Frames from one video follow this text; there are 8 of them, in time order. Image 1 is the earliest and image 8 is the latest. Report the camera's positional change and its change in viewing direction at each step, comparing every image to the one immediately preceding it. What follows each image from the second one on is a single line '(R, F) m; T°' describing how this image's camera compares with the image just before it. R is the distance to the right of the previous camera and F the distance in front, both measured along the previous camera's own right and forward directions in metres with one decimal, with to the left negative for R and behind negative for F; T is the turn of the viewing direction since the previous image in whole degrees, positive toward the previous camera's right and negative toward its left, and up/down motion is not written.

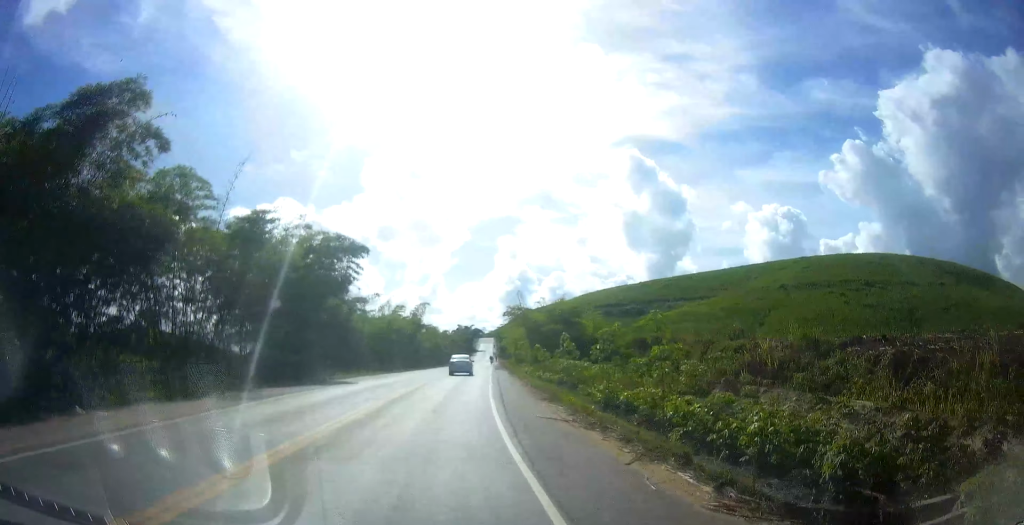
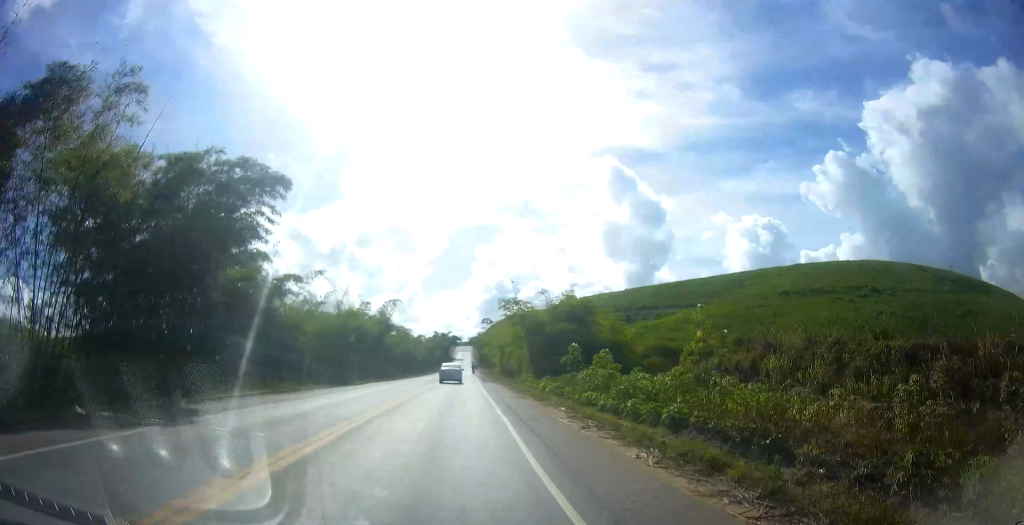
(+0.8, +16.7) m; +3°
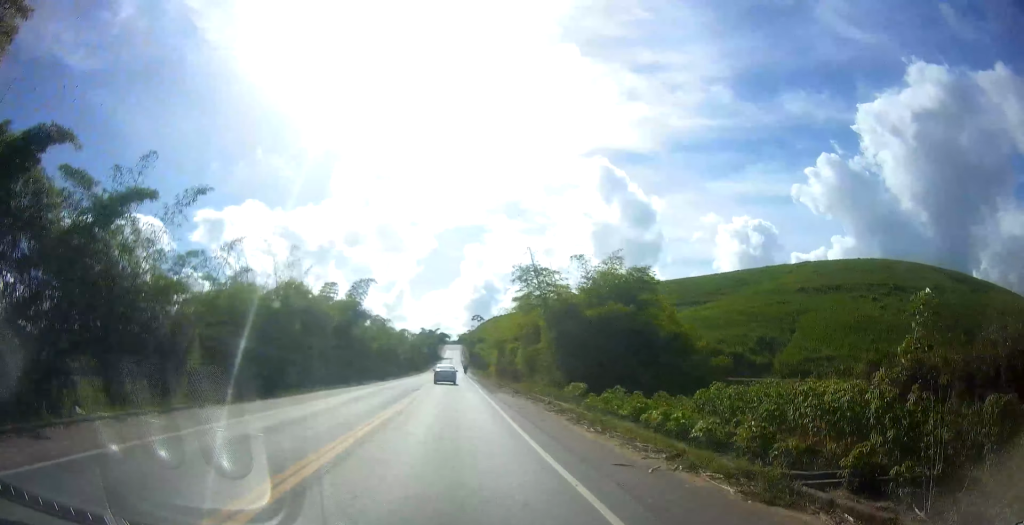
(0.0, +17.7) m; 0°
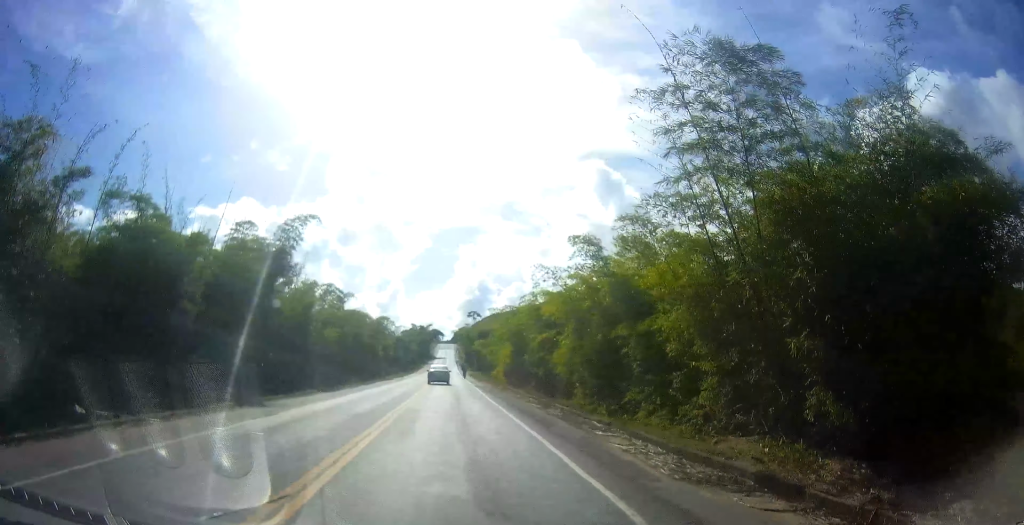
(0.0, +26.1) m; 0°
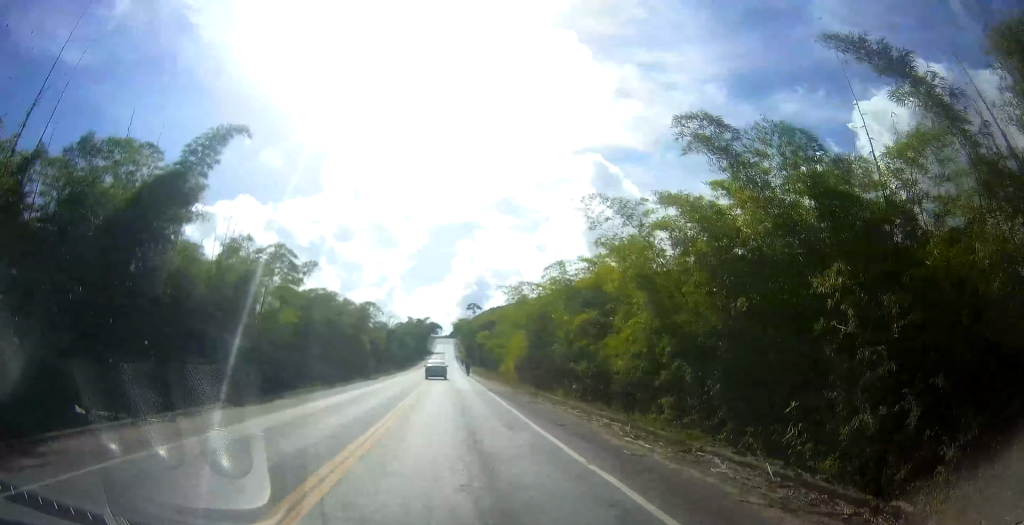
(0.0, +13.6) m; 0°
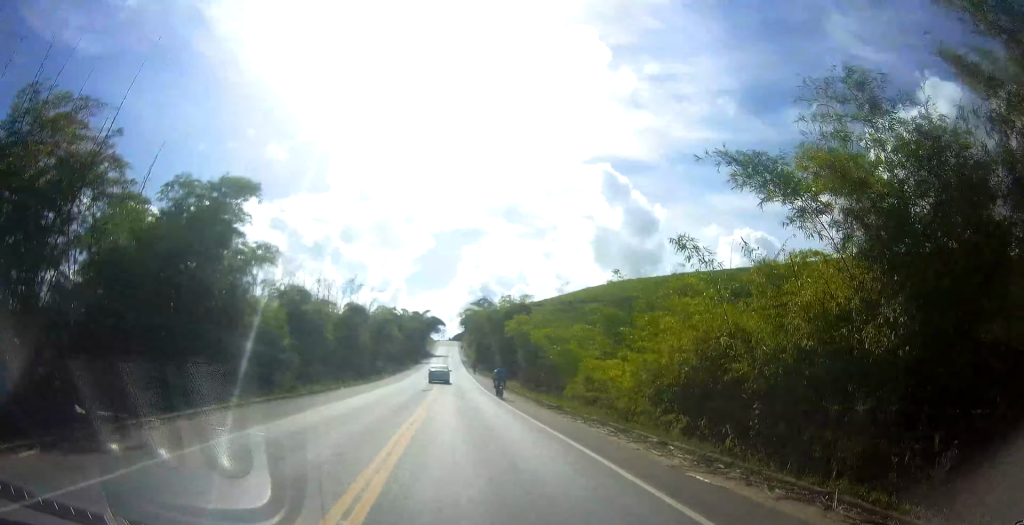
(0.0, +43.3) m; 0°
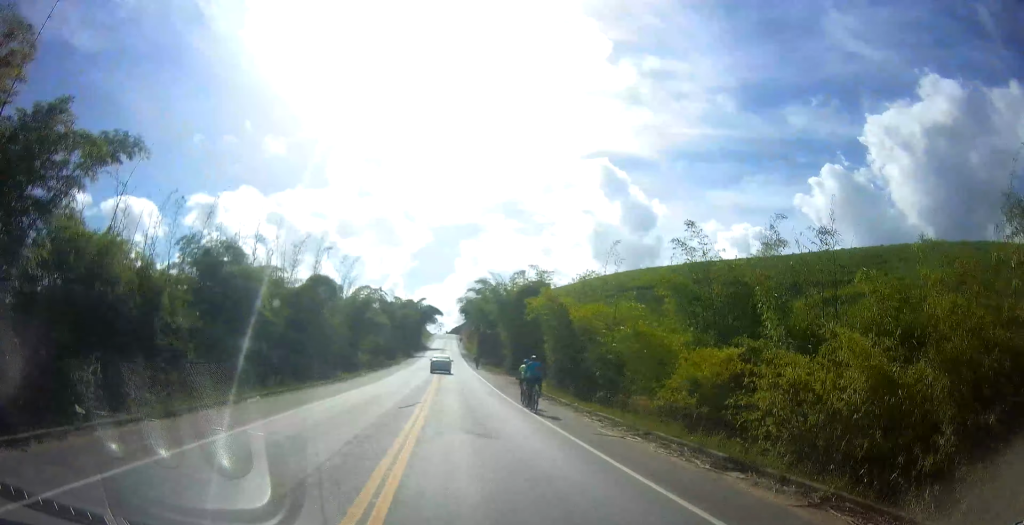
(0.0, +16.0) m; 0°
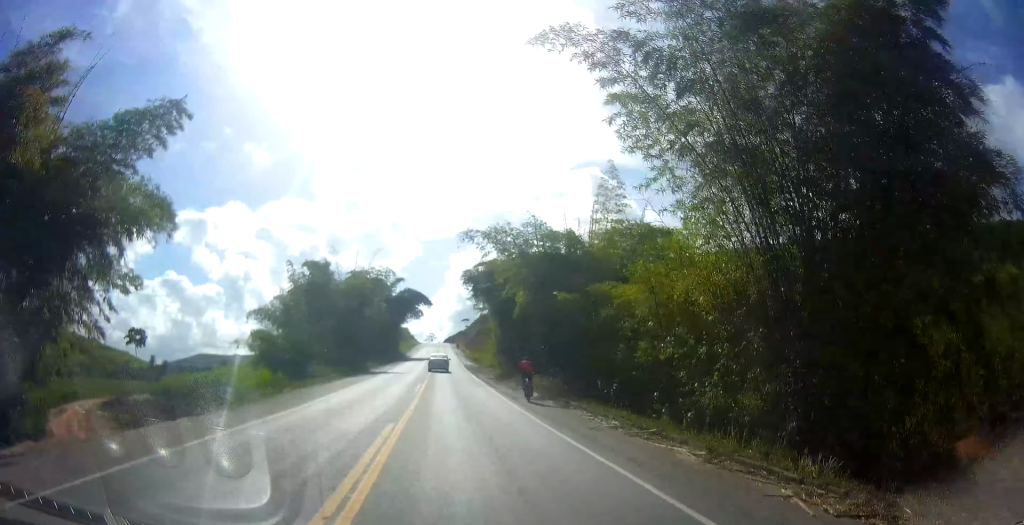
(+1.1, +54.6) m; +4°
